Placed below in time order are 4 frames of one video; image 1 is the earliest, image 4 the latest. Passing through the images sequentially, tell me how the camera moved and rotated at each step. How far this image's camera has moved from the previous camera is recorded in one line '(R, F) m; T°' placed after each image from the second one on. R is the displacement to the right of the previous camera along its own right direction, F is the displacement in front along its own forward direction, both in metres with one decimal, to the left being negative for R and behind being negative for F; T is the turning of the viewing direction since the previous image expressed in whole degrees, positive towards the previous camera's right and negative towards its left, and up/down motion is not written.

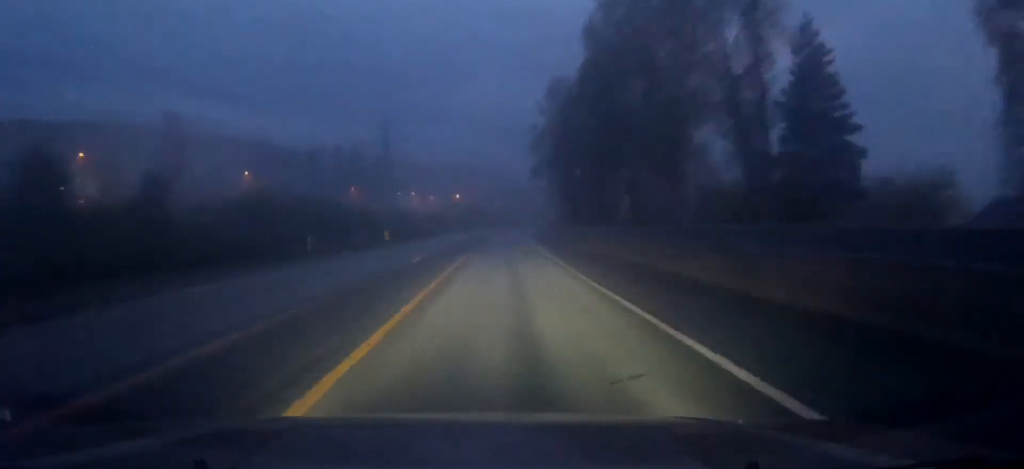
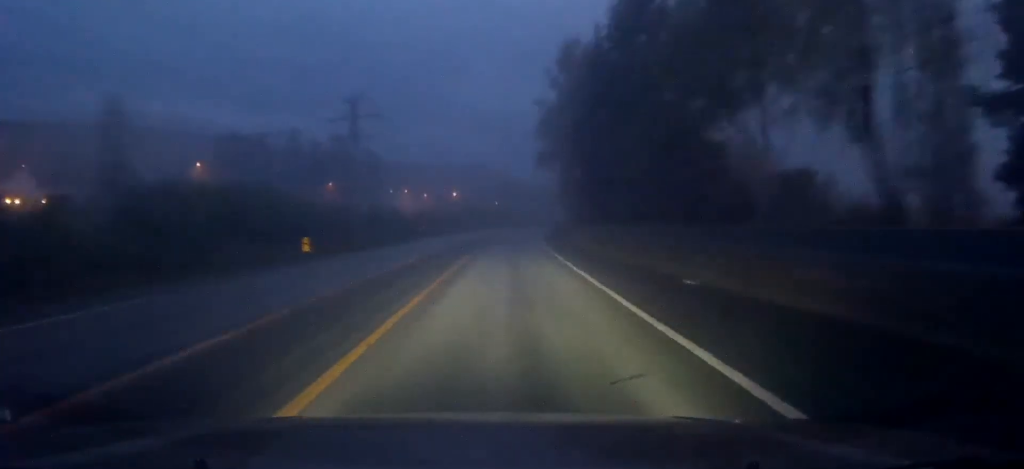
(+0.1, +19.5) m; 0°
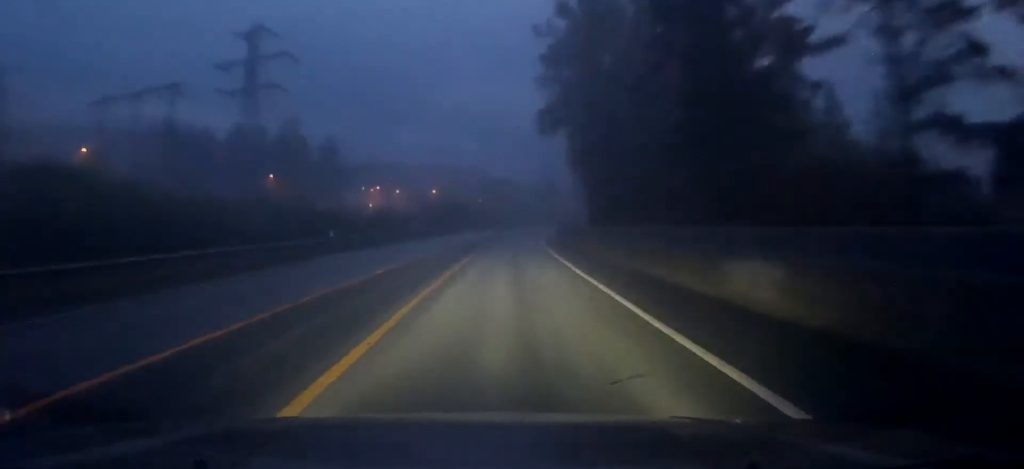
(+0.2, +27.8) m; +1°
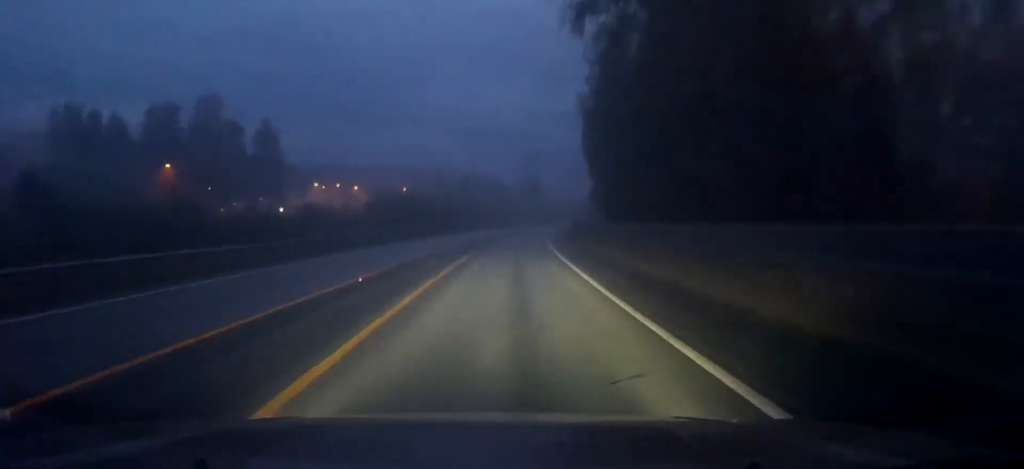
(+0.4, +30.4) m; +2°
